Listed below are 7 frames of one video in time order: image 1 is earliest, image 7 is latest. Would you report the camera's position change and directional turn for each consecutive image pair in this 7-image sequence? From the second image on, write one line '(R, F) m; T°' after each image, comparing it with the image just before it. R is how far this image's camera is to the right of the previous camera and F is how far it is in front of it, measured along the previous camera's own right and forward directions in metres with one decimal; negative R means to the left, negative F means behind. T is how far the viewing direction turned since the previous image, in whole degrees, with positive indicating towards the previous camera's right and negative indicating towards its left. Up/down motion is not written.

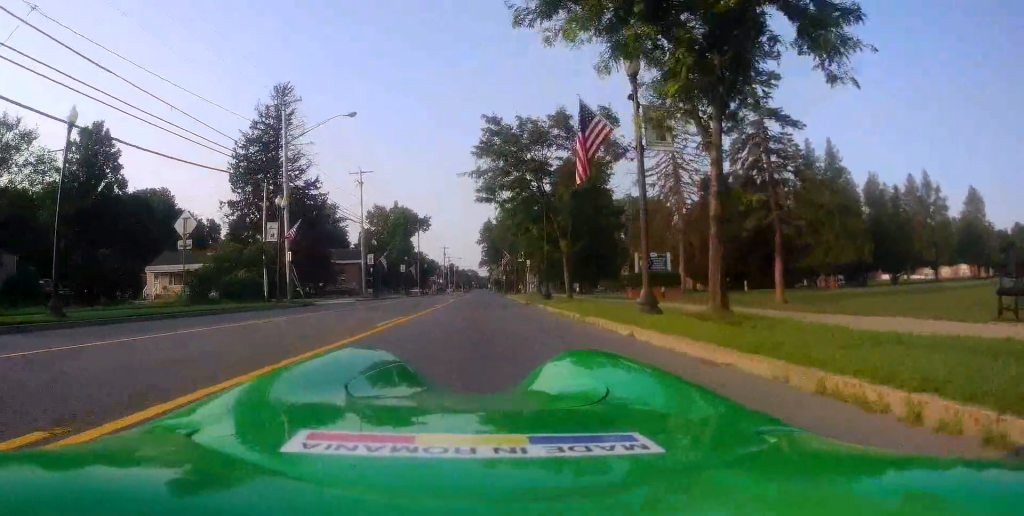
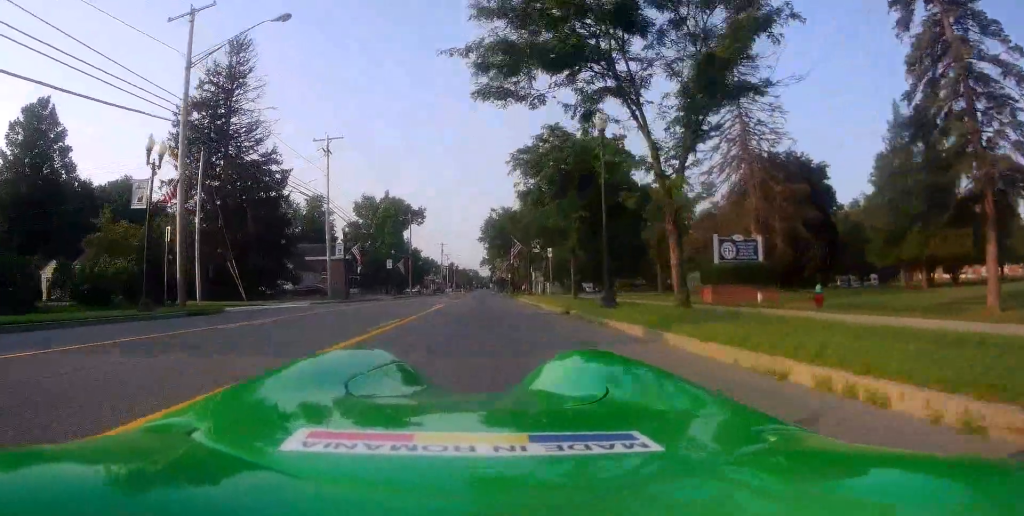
(-0.4, +13.0) m; -1°
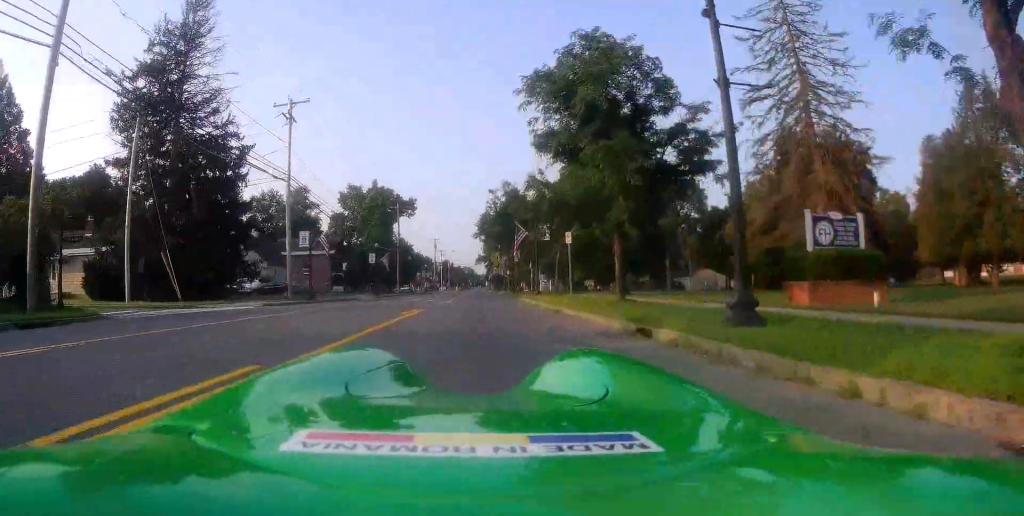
(+0.2, +8.5) m; +1°
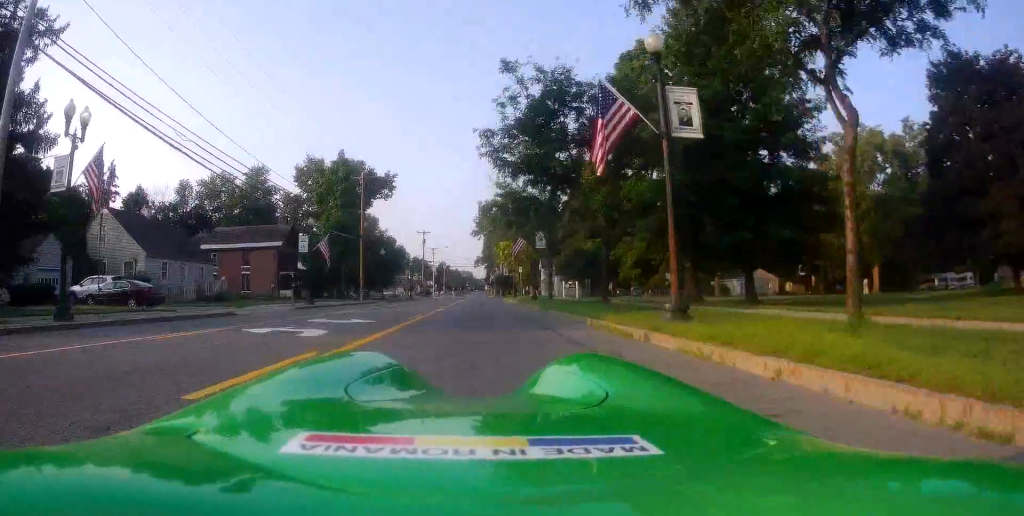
(+0.3, +23.0) m; -1°
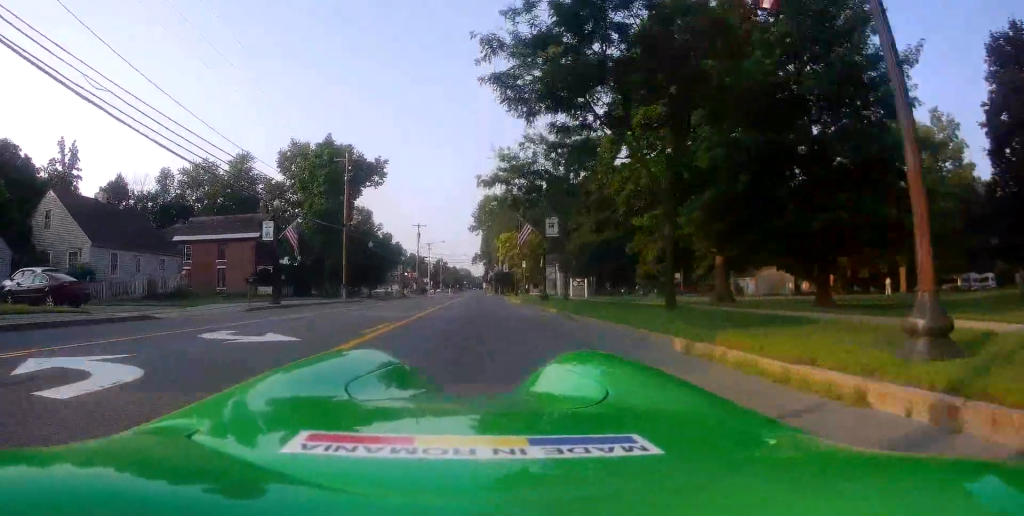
(-0.1, +5.8) m; 0°
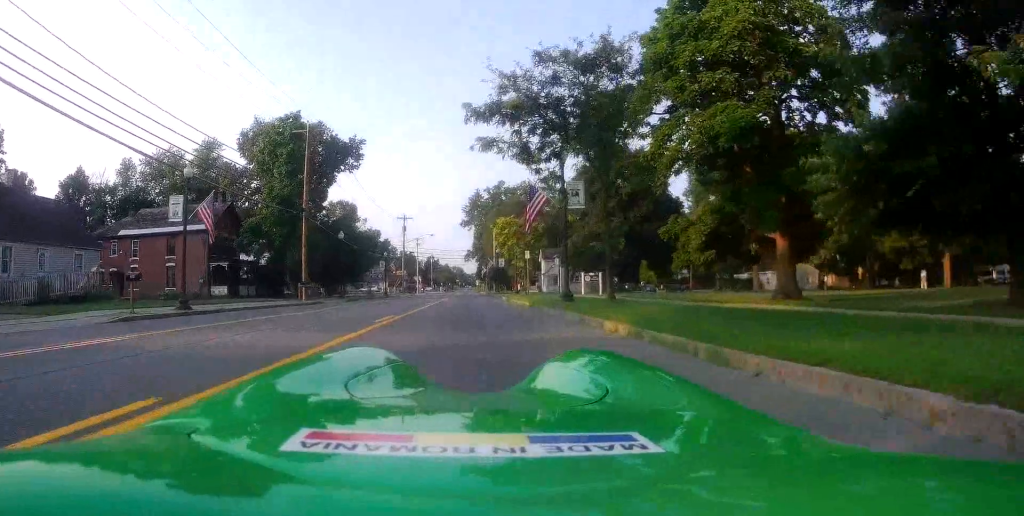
(-0.2, +9.5) m; 0°
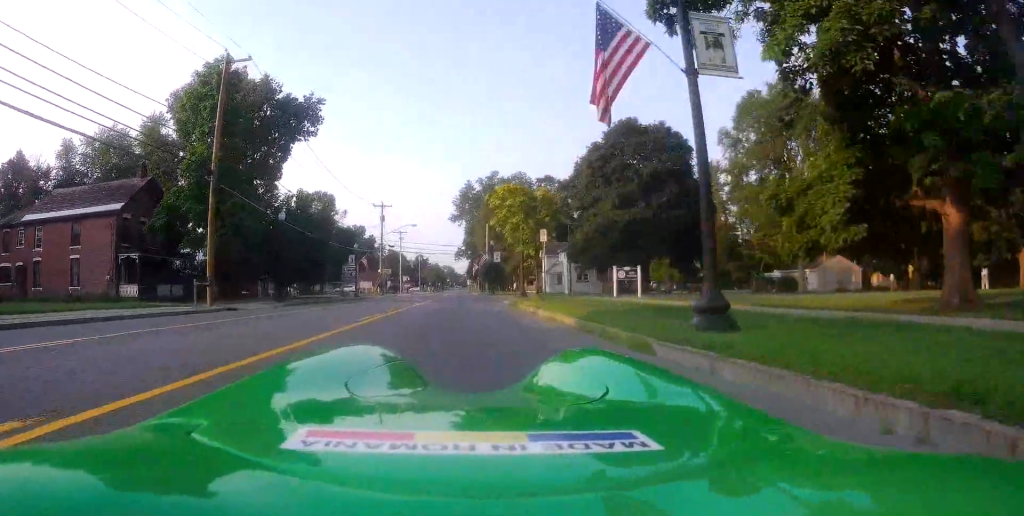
(+0.4, +13.1) m; +2°
